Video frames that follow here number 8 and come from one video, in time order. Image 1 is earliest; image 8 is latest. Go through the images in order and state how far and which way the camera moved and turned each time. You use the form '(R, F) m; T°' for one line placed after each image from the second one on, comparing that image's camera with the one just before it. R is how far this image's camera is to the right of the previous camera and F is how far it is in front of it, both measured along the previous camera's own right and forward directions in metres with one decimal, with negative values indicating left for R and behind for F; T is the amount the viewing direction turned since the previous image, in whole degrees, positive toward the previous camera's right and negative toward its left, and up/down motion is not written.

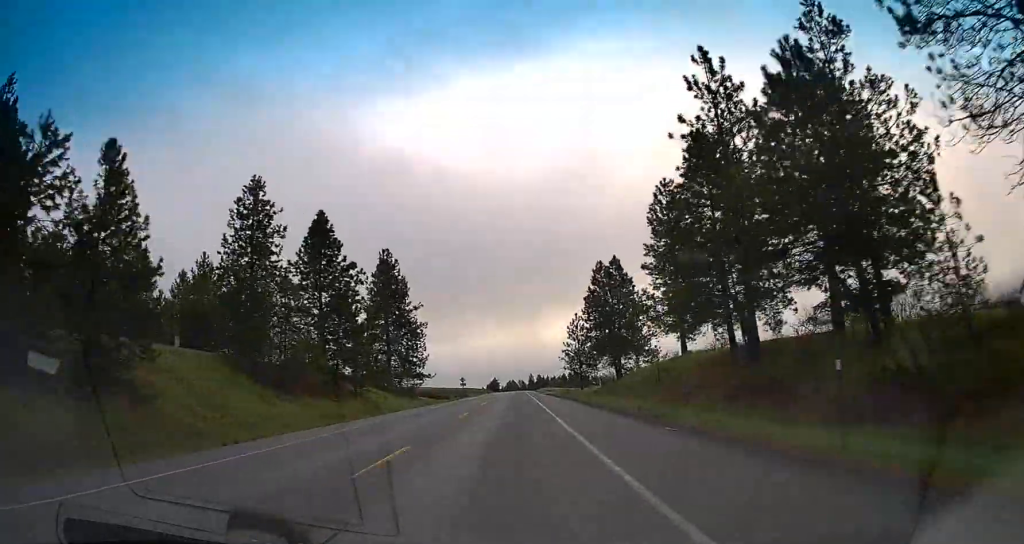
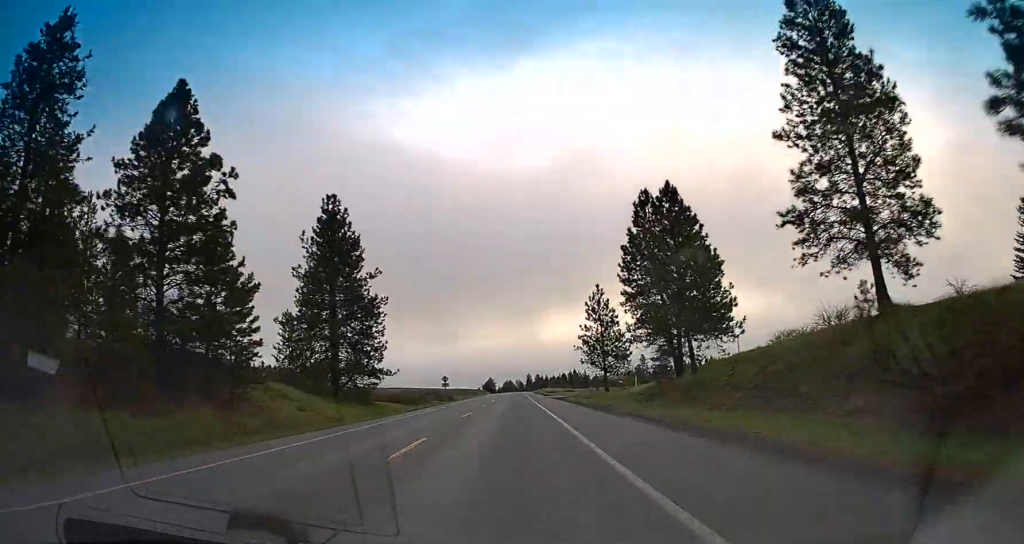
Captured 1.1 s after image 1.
(+0.2, +28.7) m; 0°
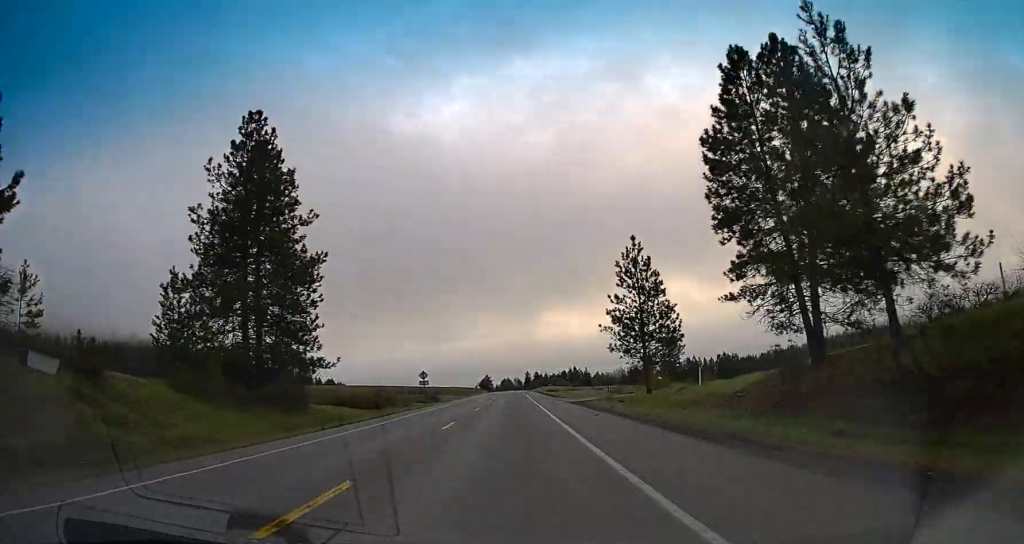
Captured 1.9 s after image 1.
(-0.3, +22.8) m; 0°
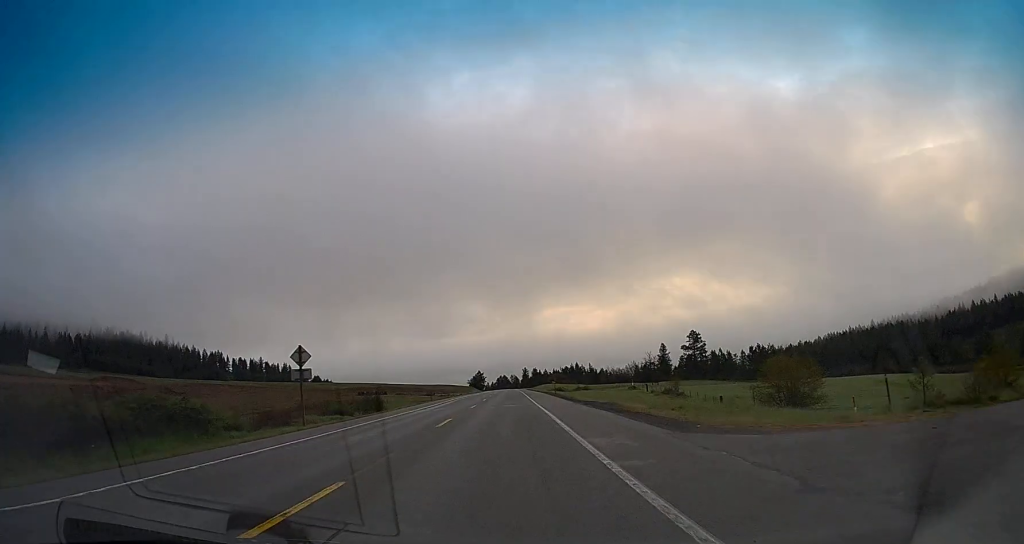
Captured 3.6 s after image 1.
(+0.4, +46.6) m; +1°
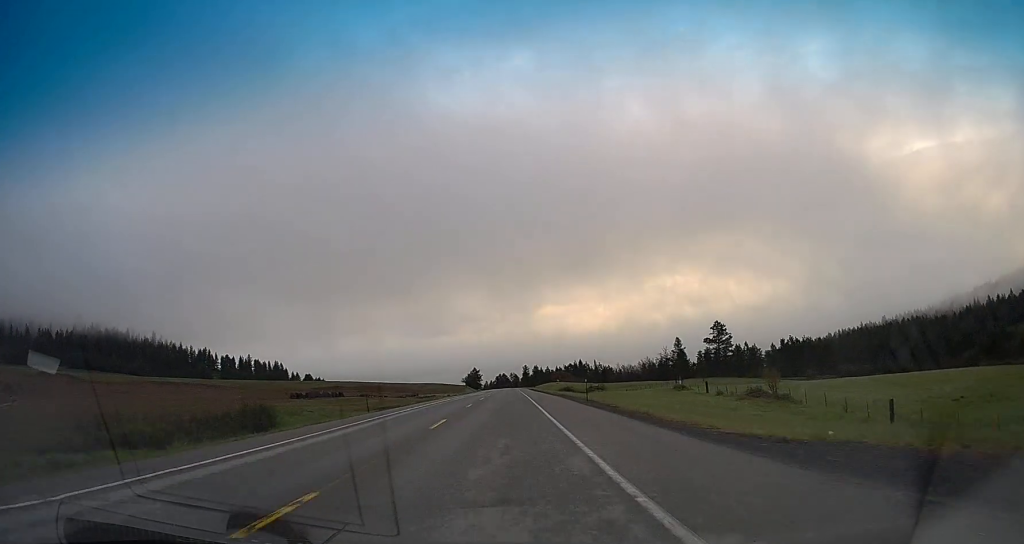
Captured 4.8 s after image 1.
(0.0, +31.8) m; 0°
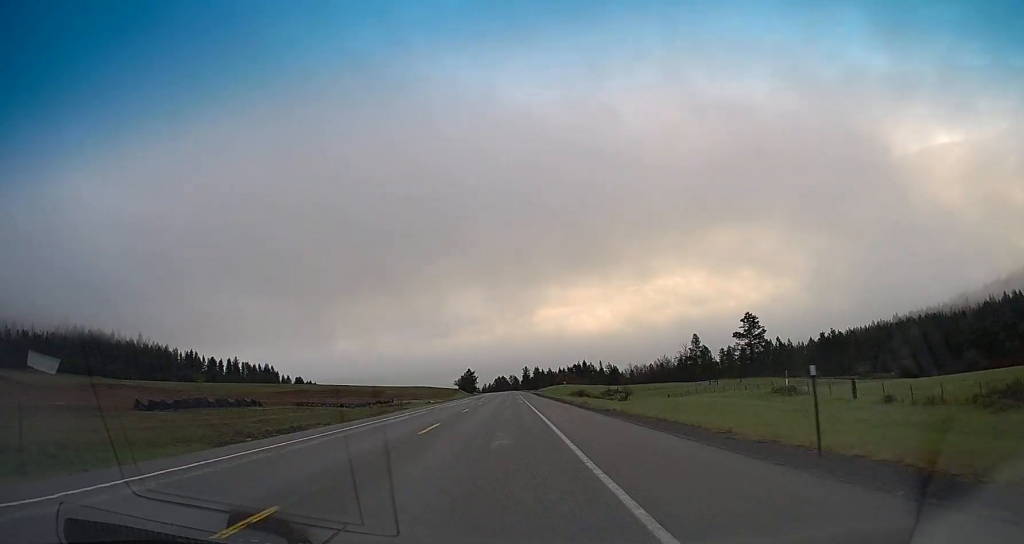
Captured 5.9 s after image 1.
(+0.1, +31.8) m; 0°
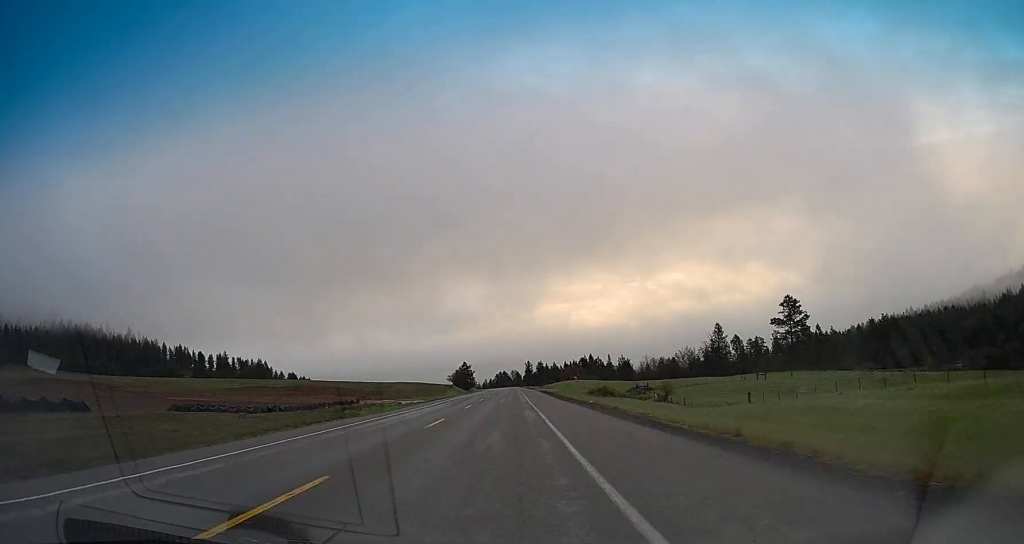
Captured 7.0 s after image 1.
(0.0, +29.0) m; -1°
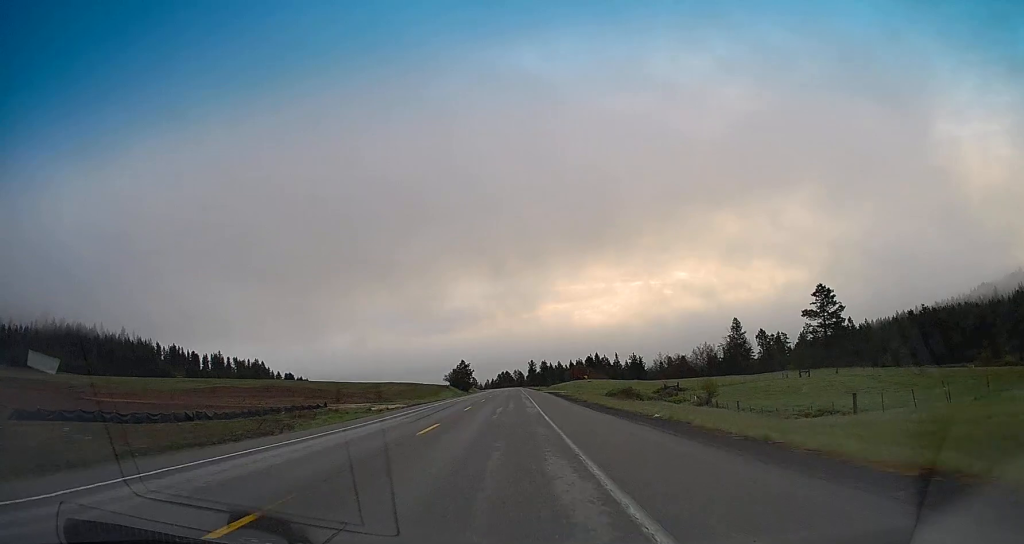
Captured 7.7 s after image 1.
(-0.2, +18.1) m; -1°
